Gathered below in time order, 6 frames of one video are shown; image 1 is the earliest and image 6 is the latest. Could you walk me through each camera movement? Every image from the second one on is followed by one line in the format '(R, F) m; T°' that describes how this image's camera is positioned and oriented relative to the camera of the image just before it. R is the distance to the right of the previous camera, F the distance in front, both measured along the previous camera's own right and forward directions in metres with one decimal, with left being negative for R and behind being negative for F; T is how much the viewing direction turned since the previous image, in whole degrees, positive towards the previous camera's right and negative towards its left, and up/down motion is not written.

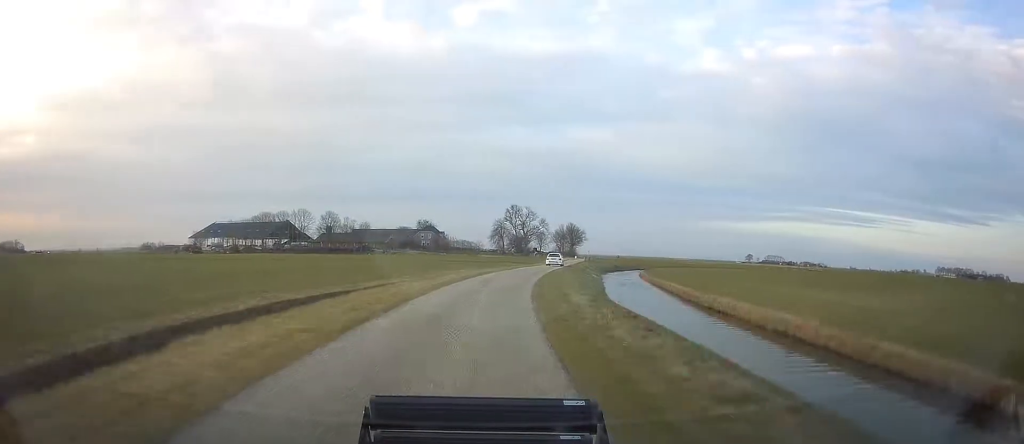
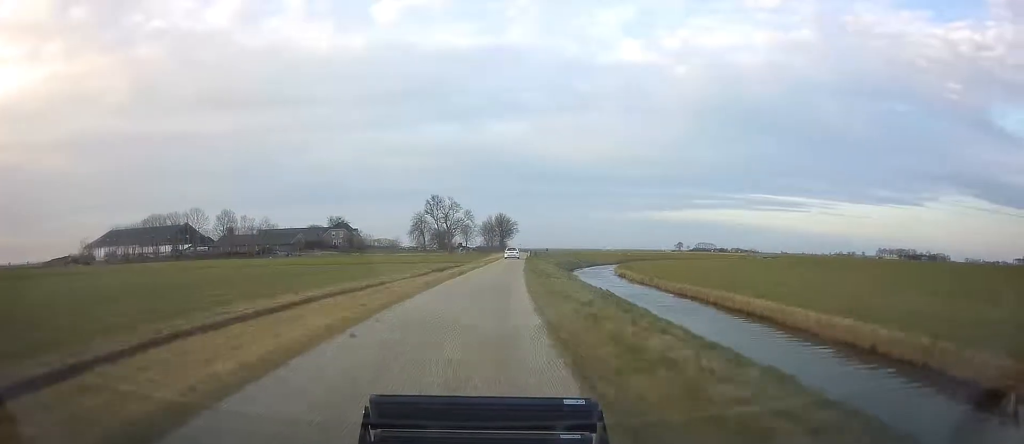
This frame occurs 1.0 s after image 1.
(+1.6, +27.7) m; +6°
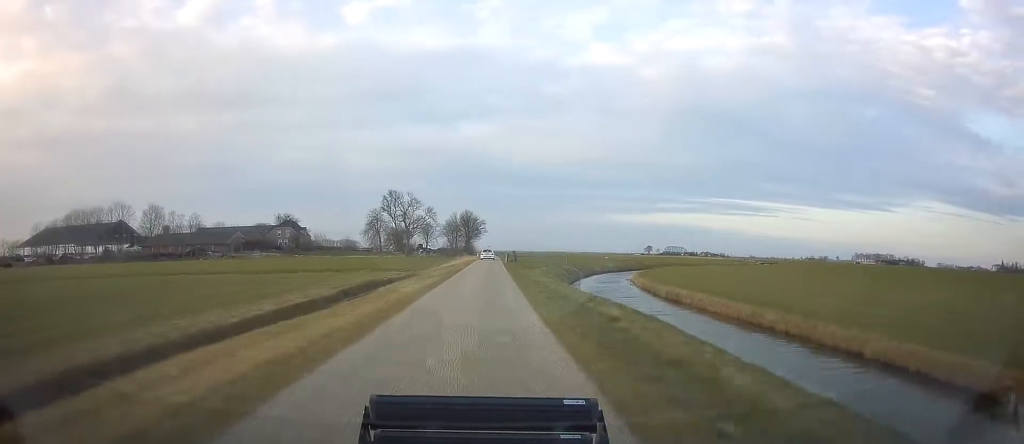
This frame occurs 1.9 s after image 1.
(+1.1, +25.2) m; +4°
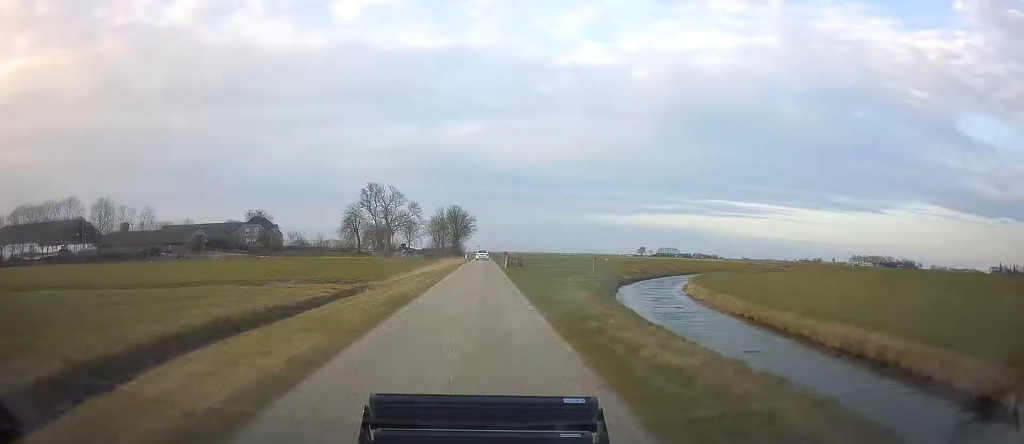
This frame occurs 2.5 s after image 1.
(+0.4, +20.0) m; +2°
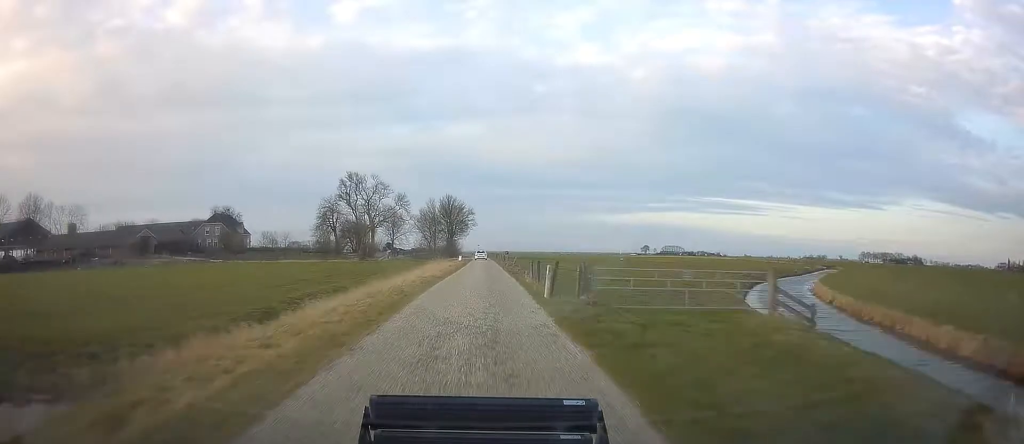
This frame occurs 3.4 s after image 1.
(+0.3, +27.0) m; +1°
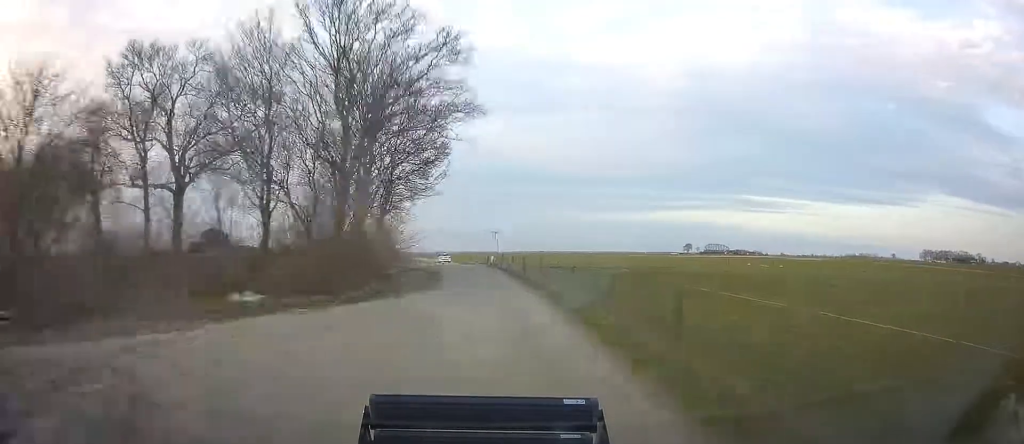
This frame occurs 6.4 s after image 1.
(-0.3, +99.8) m; -3°
